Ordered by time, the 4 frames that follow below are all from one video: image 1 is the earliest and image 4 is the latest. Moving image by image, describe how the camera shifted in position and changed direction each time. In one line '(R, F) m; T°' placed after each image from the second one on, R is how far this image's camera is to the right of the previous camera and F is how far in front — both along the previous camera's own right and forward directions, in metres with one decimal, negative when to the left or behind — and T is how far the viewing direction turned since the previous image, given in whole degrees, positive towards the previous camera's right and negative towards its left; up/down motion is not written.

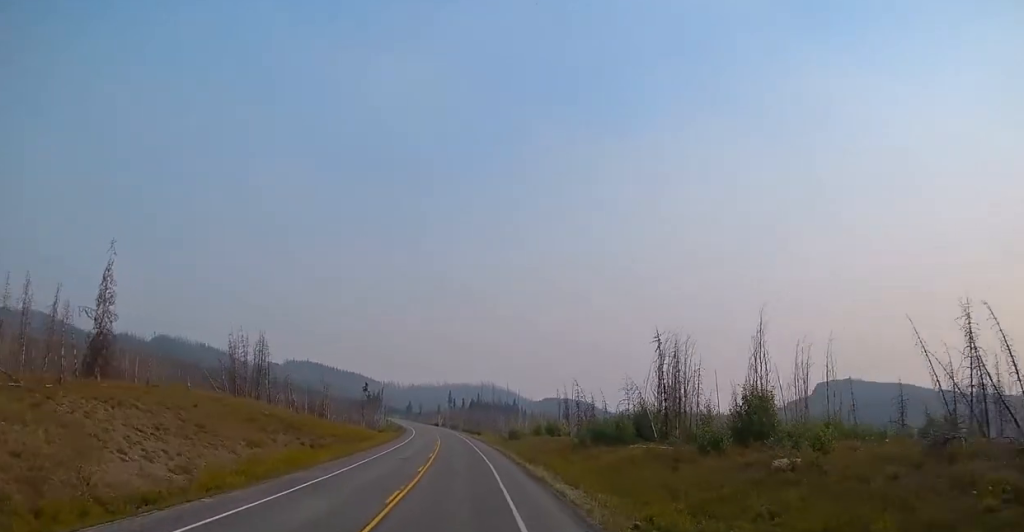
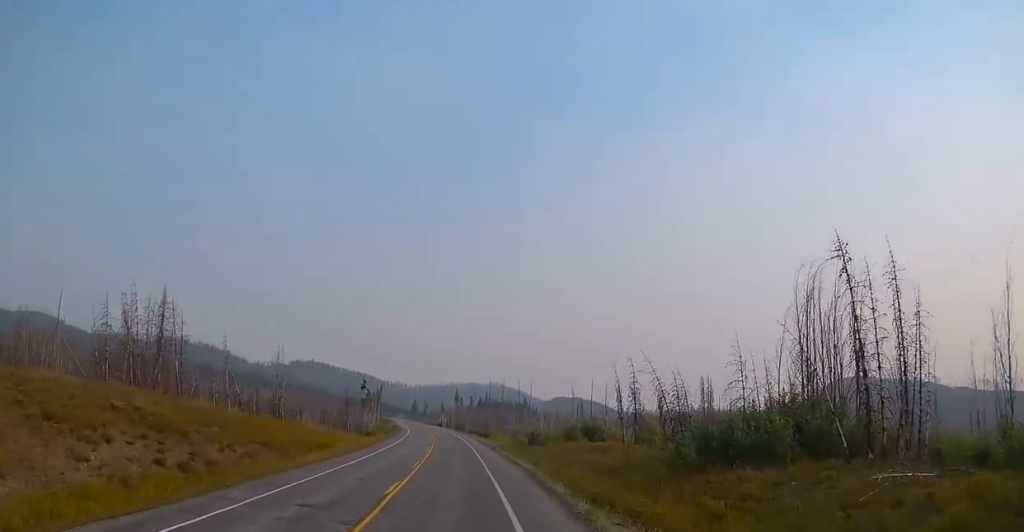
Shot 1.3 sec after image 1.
(+0.2, +23.6) m; 0°
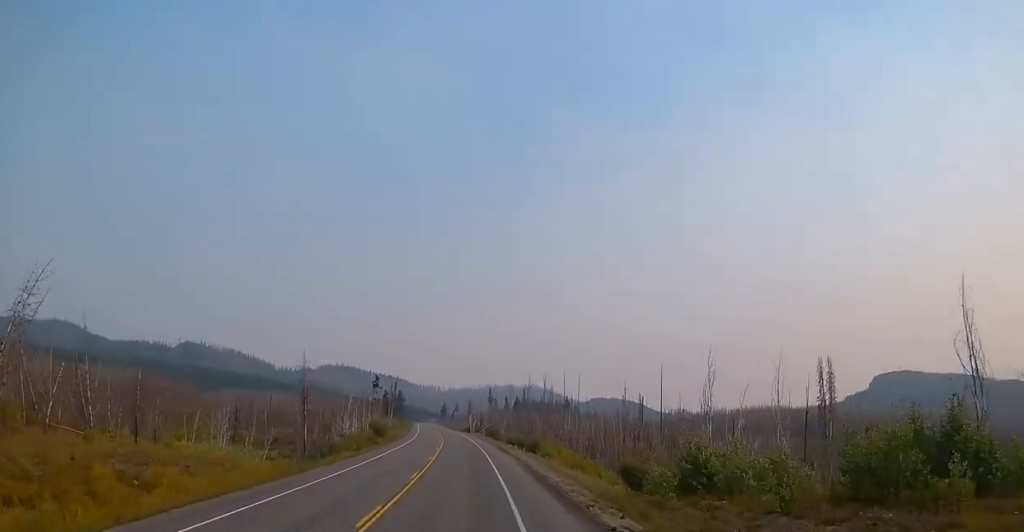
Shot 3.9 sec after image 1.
(-0.6, +43.3) m; -2°
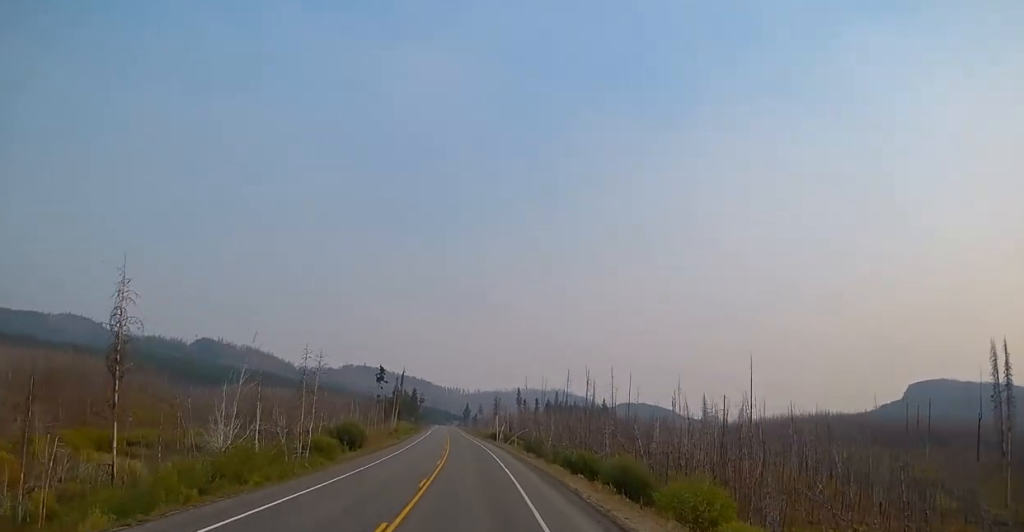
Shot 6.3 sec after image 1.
(-1.1, +39.3) m; -3°
